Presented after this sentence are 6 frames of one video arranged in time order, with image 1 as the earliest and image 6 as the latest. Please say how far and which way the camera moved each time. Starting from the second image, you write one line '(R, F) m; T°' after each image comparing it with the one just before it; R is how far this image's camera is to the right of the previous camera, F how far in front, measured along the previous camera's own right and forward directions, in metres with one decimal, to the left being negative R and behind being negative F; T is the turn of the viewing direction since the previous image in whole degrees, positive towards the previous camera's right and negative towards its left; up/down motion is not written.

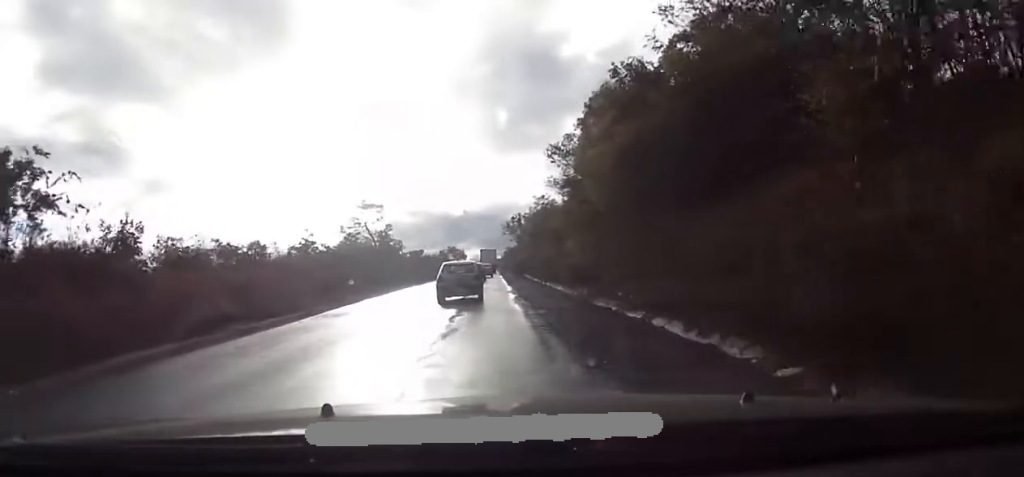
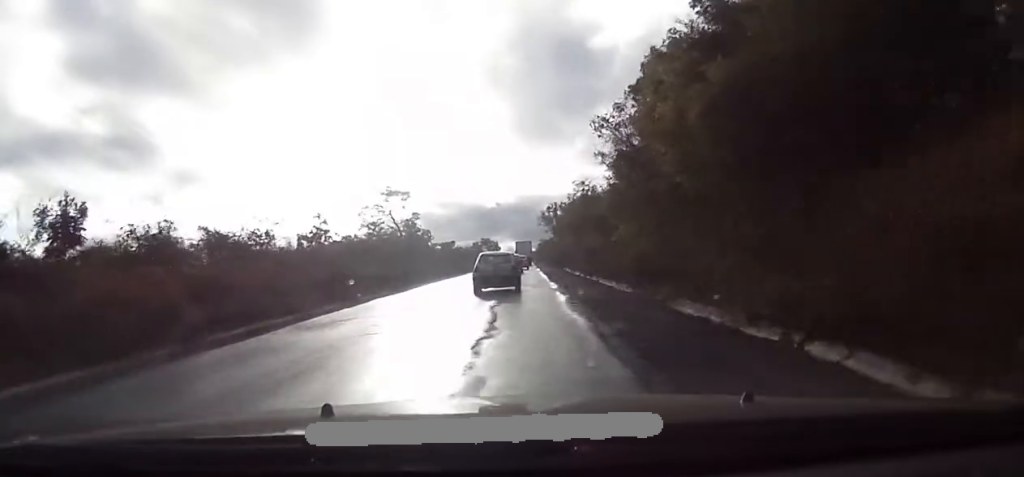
(-0.1, +6.4) m; -1°
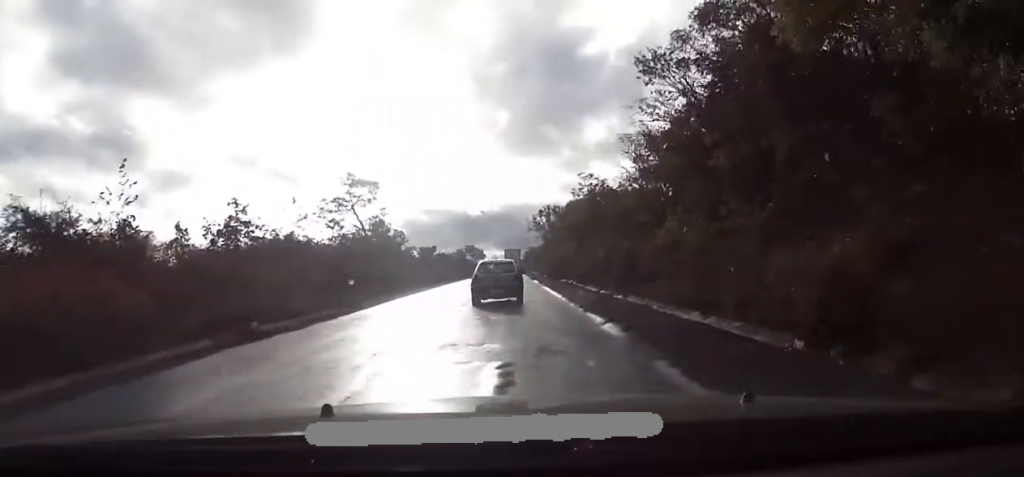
(0.0, +14.1) m; -1°
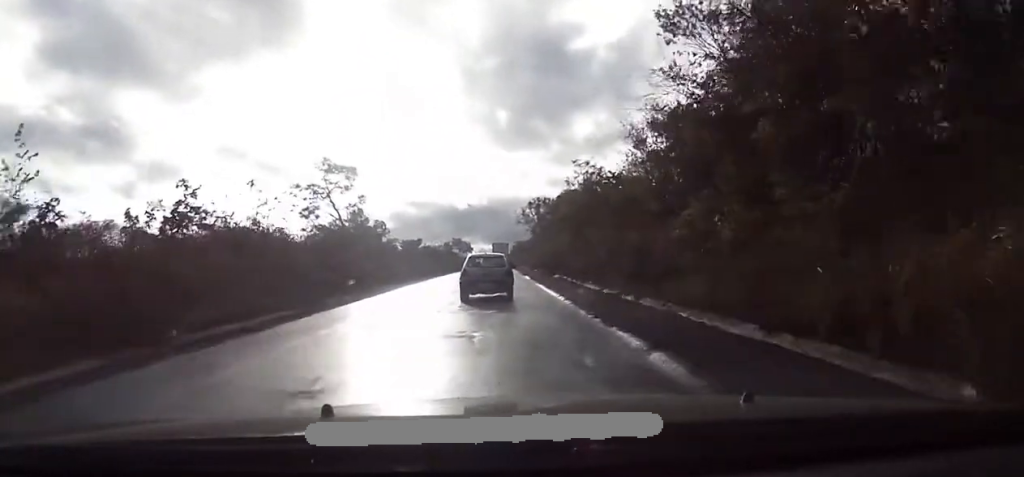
(0.0, +4.8) m; 0°
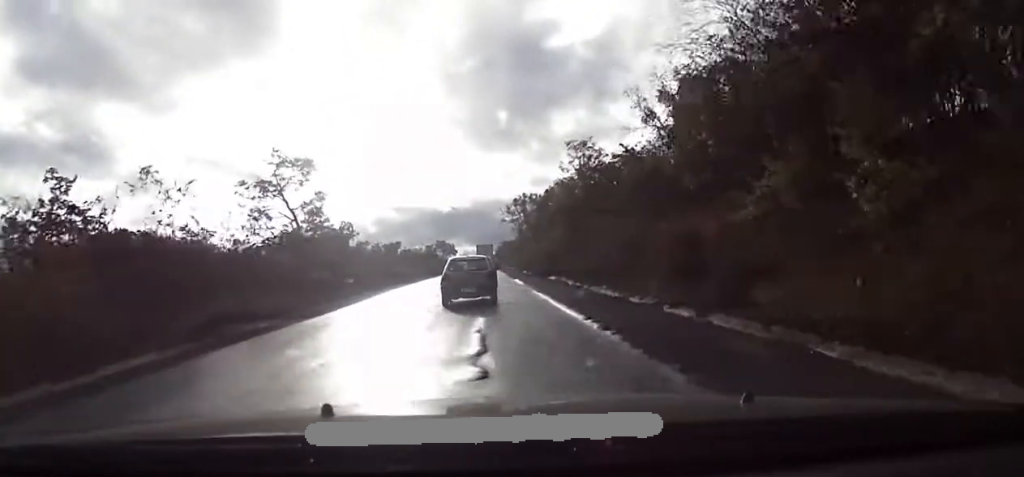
(-0.2, +8.6) m; +1°
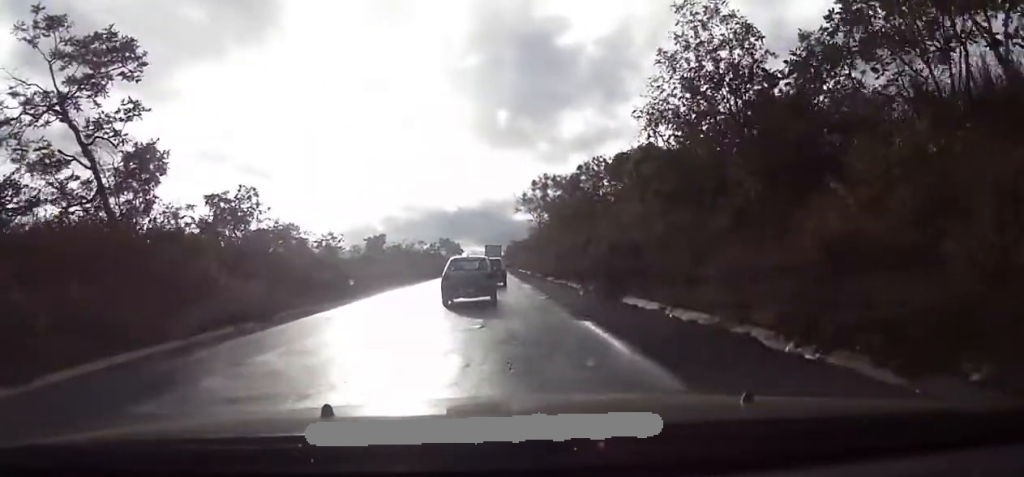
(+1.2, +27.8) m; +2°
